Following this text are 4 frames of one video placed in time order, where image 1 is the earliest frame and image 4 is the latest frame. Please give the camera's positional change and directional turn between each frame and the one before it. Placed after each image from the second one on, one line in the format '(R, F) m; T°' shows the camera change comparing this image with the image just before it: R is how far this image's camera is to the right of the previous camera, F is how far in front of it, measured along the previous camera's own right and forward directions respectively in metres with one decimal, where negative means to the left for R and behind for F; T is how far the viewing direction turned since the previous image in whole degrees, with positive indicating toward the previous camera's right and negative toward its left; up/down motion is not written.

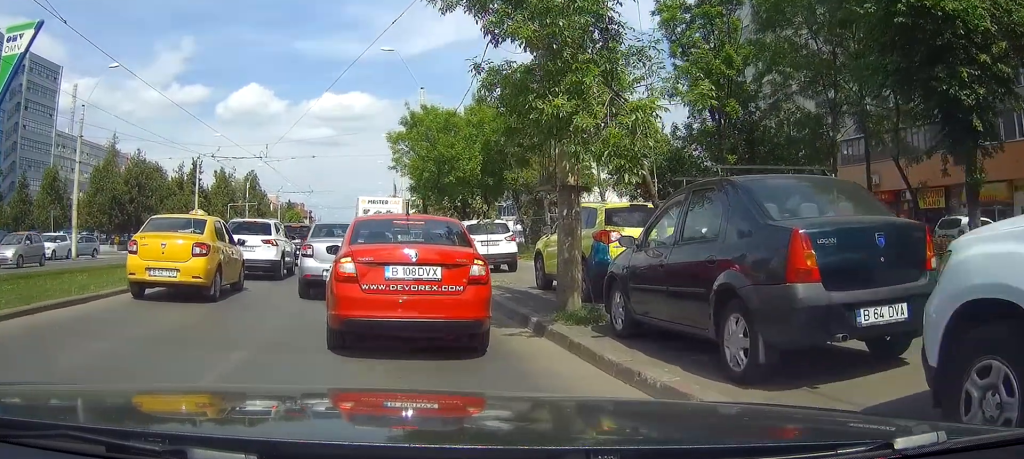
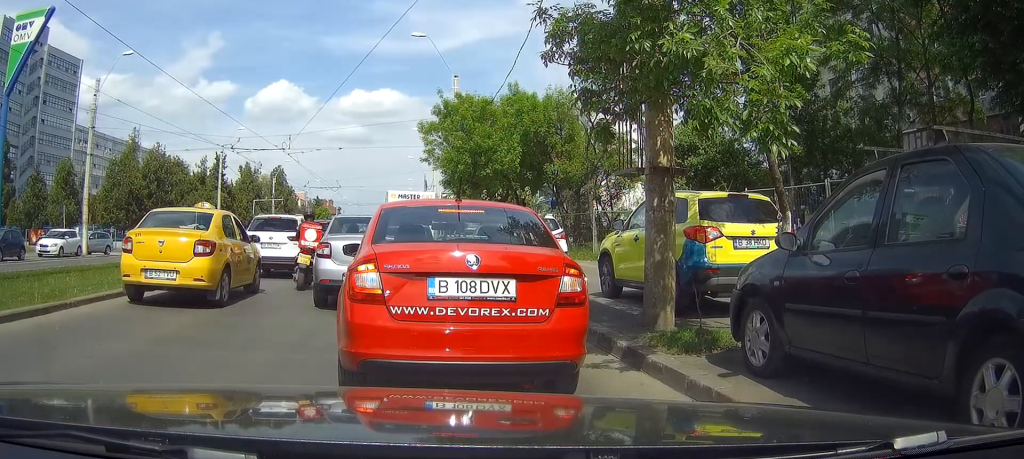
(-0.1, +1.3) m; 0°
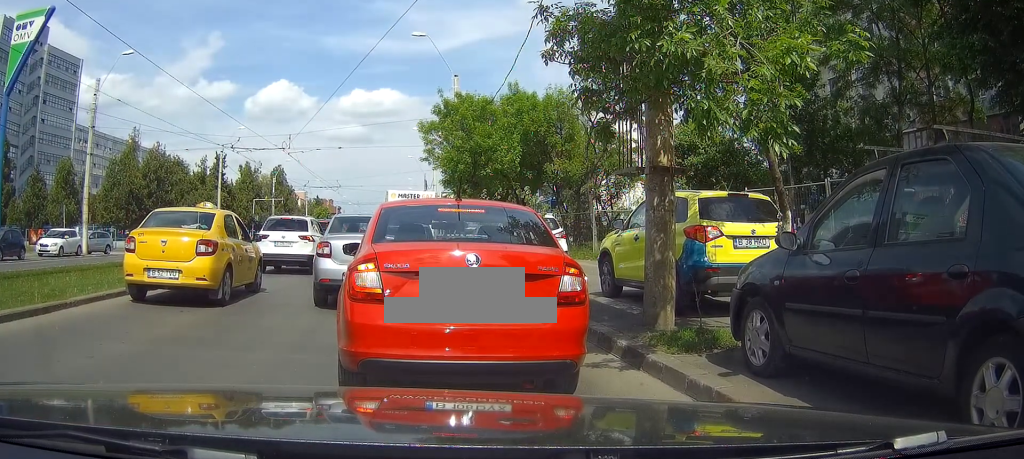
(-0.2, +0.4) m; 0°
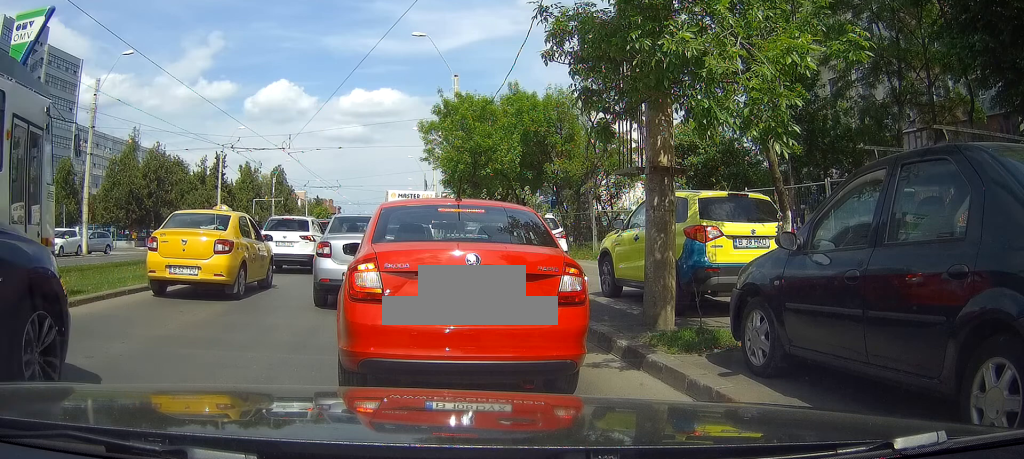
(-0.1, +0.2) m; 0°
